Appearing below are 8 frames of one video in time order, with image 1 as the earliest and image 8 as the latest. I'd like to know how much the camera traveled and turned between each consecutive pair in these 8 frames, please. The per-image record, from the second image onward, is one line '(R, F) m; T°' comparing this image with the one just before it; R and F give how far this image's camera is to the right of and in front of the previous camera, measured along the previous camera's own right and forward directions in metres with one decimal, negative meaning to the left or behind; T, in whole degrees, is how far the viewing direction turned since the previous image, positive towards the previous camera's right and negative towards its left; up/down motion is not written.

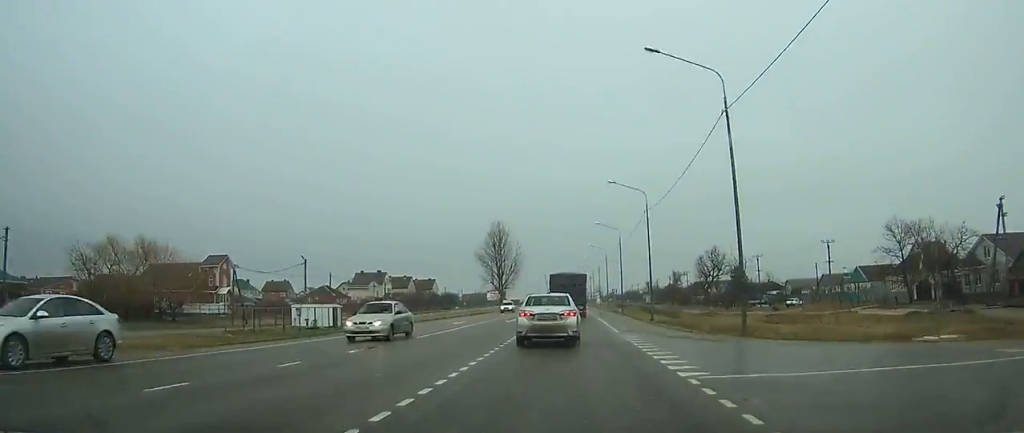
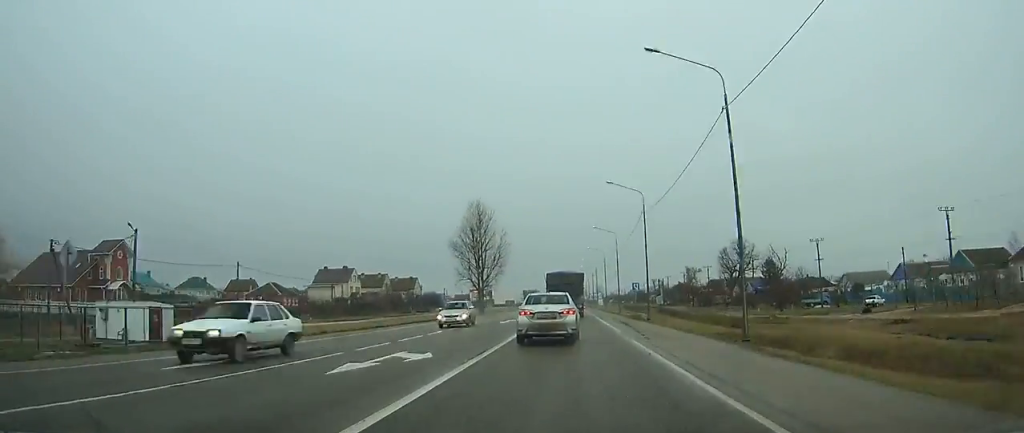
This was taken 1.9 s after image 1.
(+0.1, +27.9) m; 0°
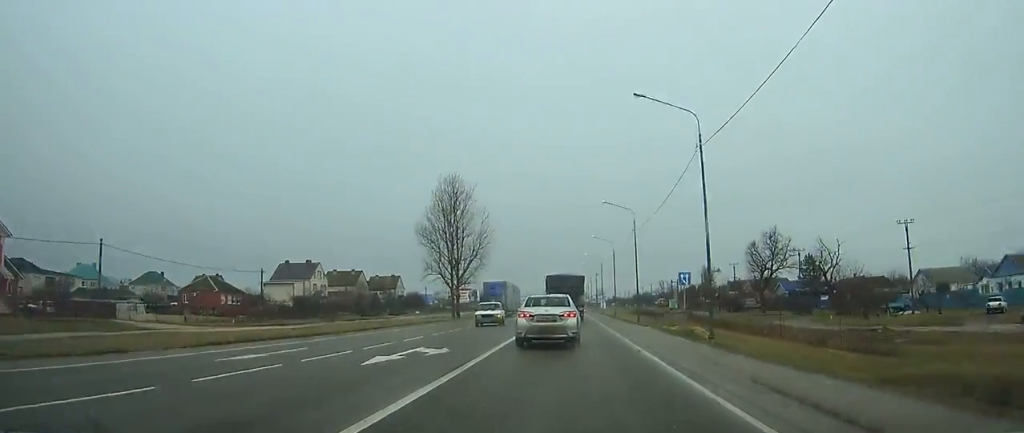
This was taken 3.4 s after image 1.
(-0.1, +23.5) m; 0°
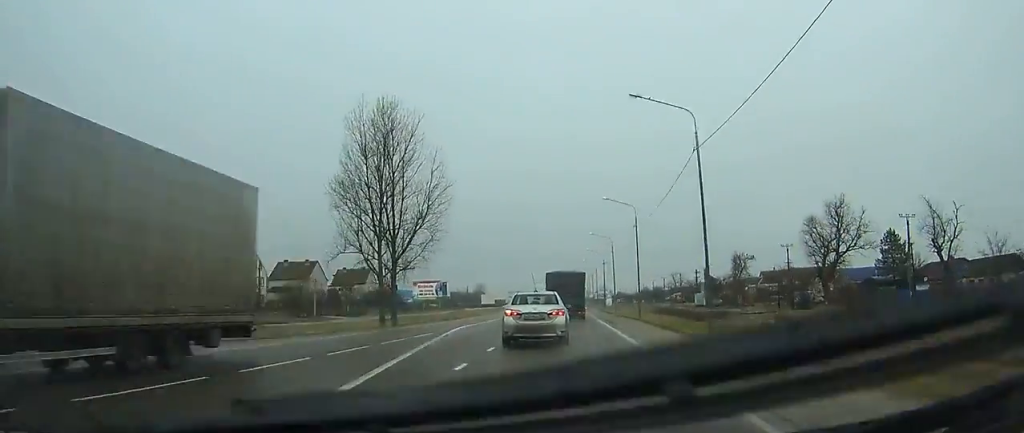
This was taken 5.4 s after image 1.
(-0.1, +31.7) m; -1°
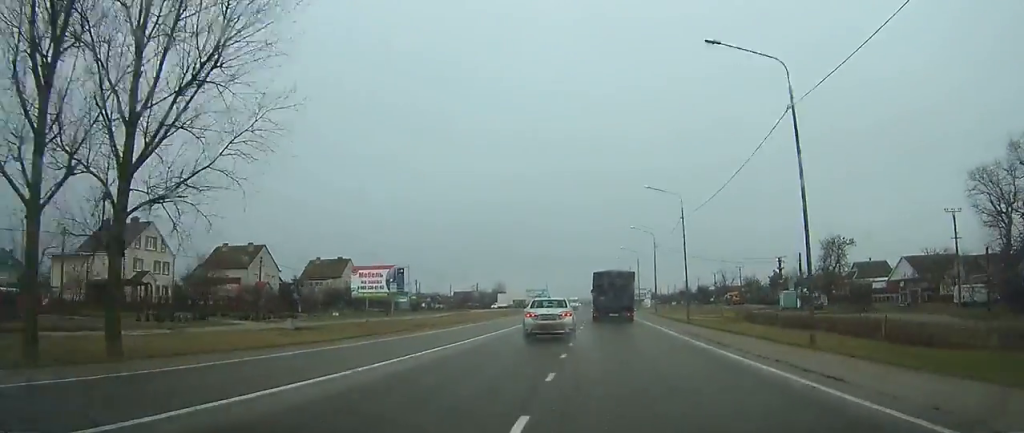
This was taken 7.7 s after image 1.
(-0.5, +39.5) m; -1°
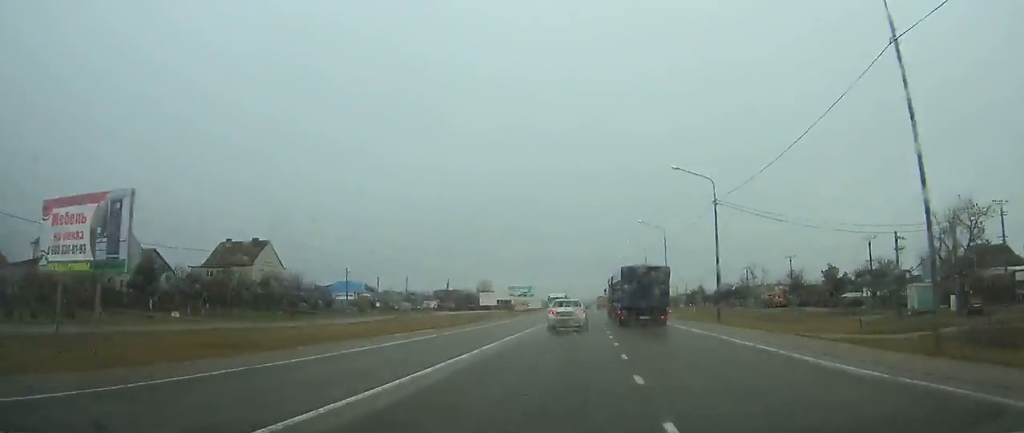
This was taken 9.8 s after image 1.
(-0.1, +38.3) m; 0°
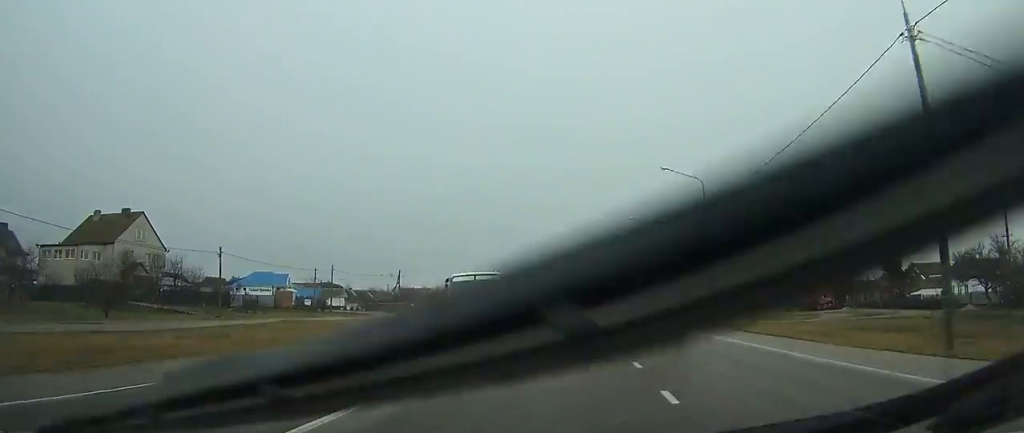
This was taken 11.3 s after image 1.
(+0.2, +30.8) m; +1°
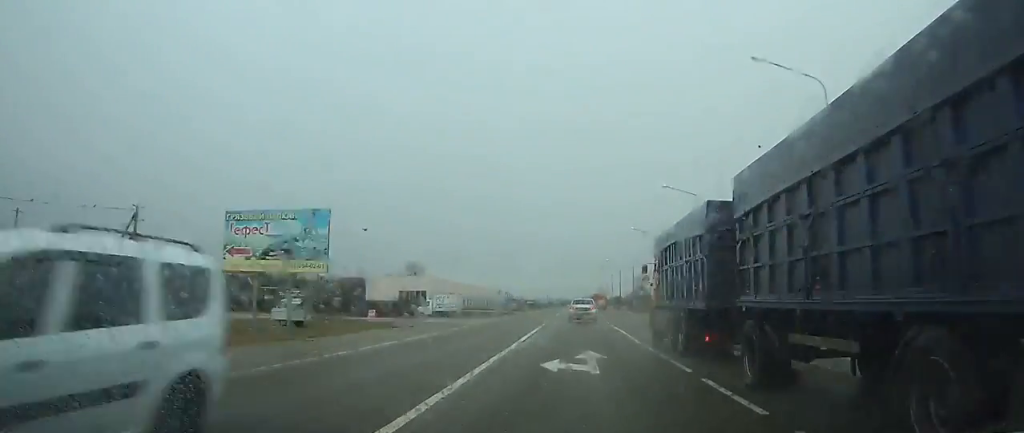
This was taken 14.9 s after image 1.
(+0.9, +77.5) m; +1°
